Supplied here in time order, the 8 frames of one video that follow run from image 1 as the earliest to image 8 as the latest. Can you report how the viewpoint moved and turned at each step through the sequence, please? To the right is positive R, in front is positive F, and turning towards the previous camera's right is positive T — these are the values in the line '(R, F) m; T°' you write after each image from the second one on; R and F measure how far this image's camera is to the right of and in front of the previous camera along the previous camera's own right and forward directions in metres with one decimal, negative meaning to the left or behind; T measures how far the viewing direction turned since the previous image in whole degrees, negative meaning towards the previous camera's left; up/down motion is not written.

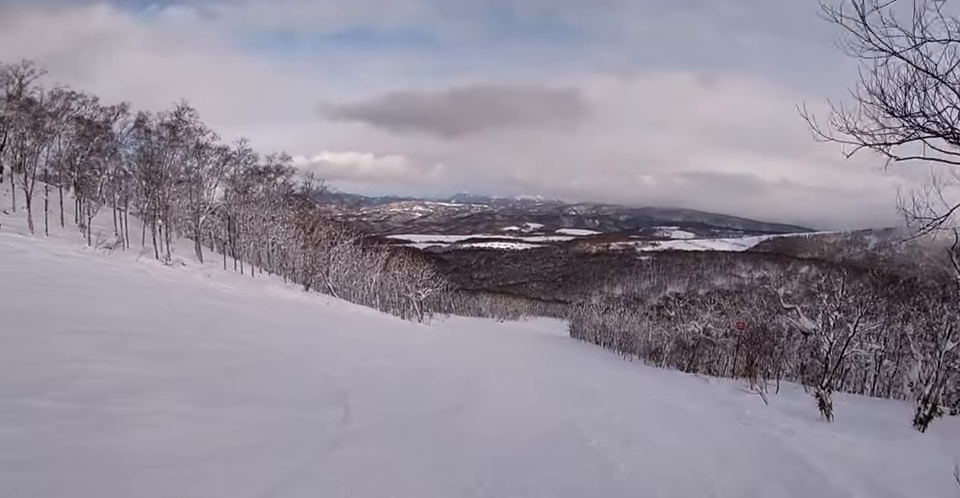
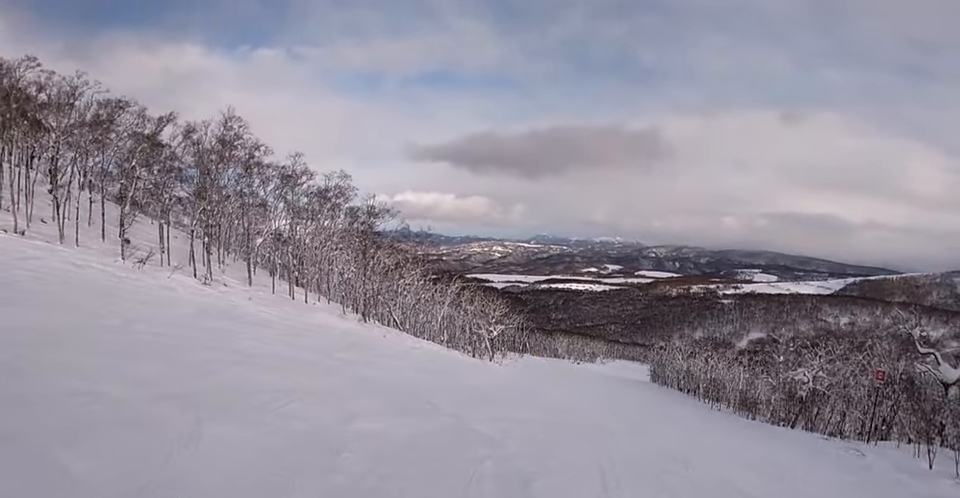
(-1.8, +5.7) m; -27°
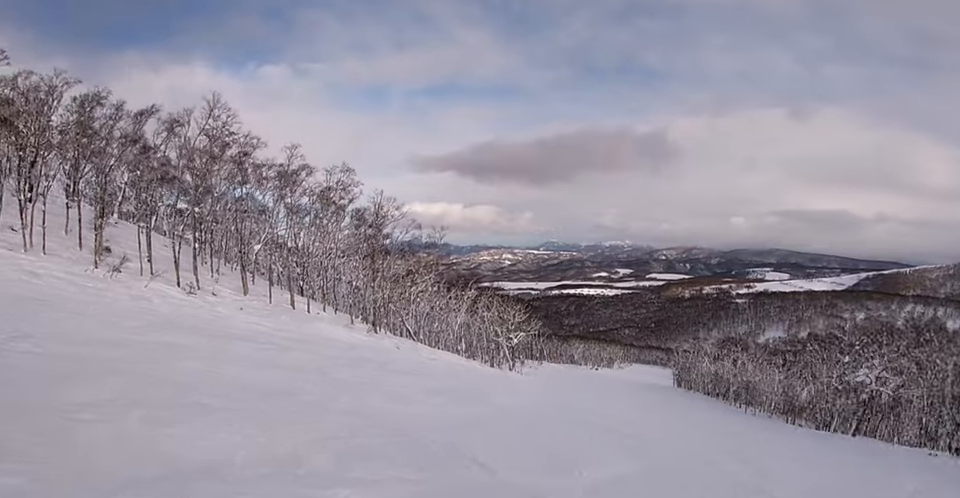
(-0.5, +5.2) m; +12°
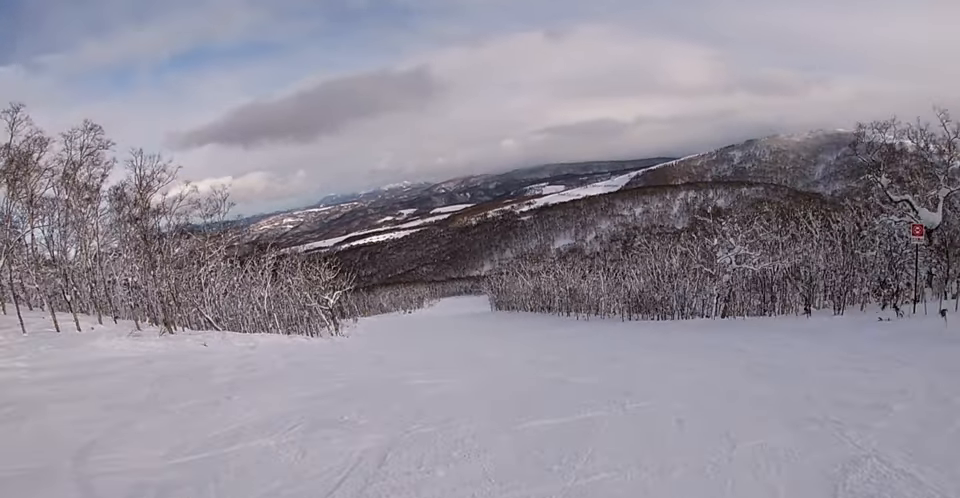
(+2.6, +6.3) m; +45°
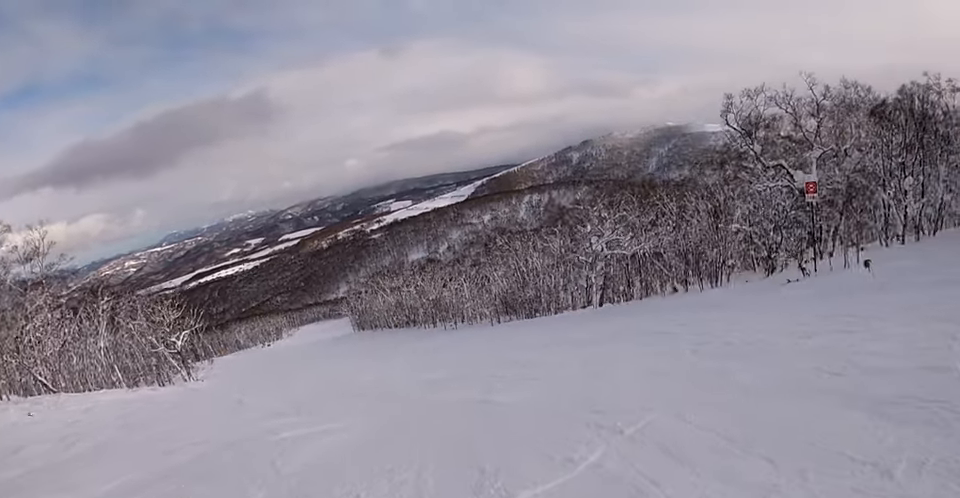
(+0.6, +3.2) m; +6°
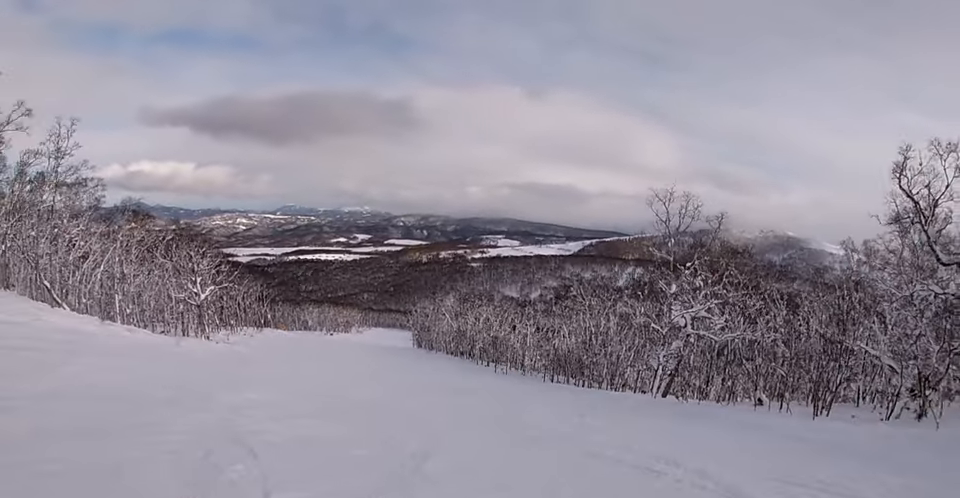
(0.0, +8.7) m; -20°
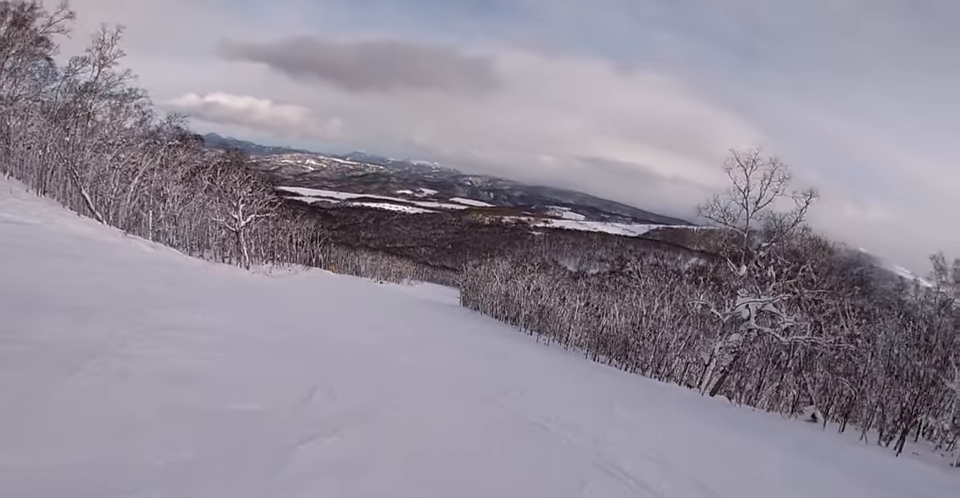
(-0.6, +2.8) m; -7°
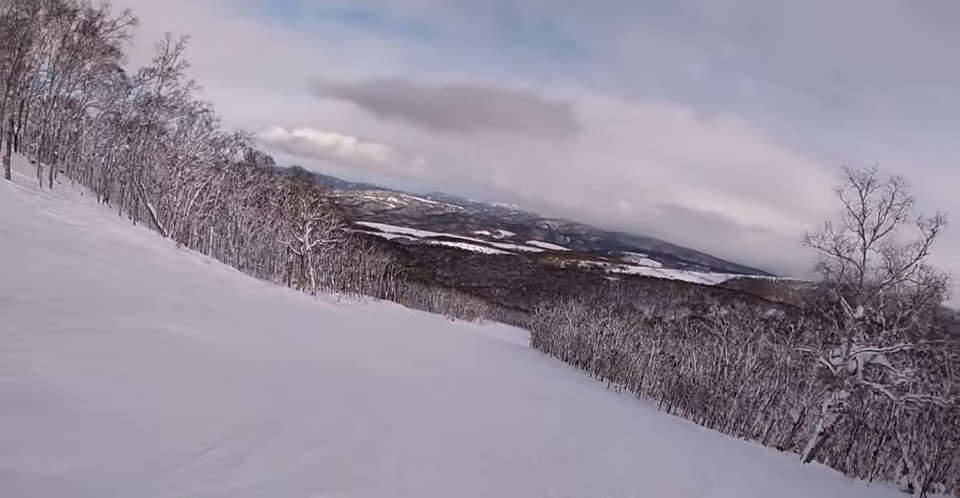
(-0.4, +2.8) m; -7°
